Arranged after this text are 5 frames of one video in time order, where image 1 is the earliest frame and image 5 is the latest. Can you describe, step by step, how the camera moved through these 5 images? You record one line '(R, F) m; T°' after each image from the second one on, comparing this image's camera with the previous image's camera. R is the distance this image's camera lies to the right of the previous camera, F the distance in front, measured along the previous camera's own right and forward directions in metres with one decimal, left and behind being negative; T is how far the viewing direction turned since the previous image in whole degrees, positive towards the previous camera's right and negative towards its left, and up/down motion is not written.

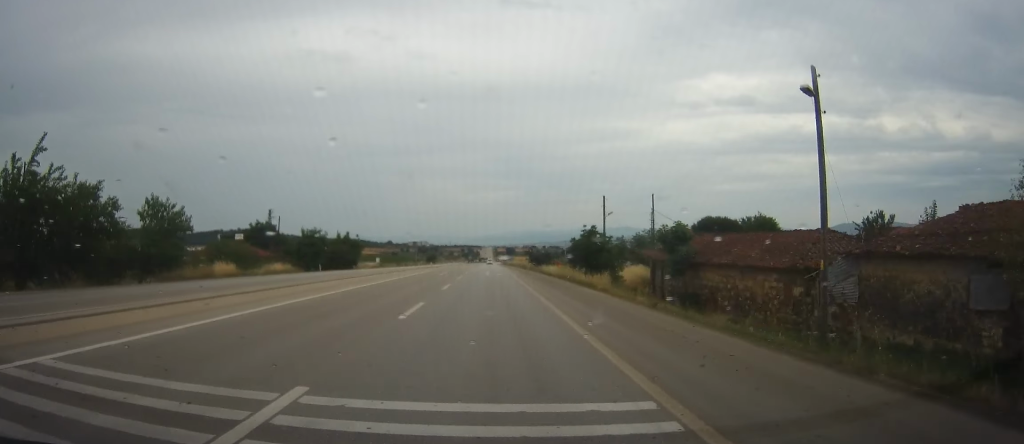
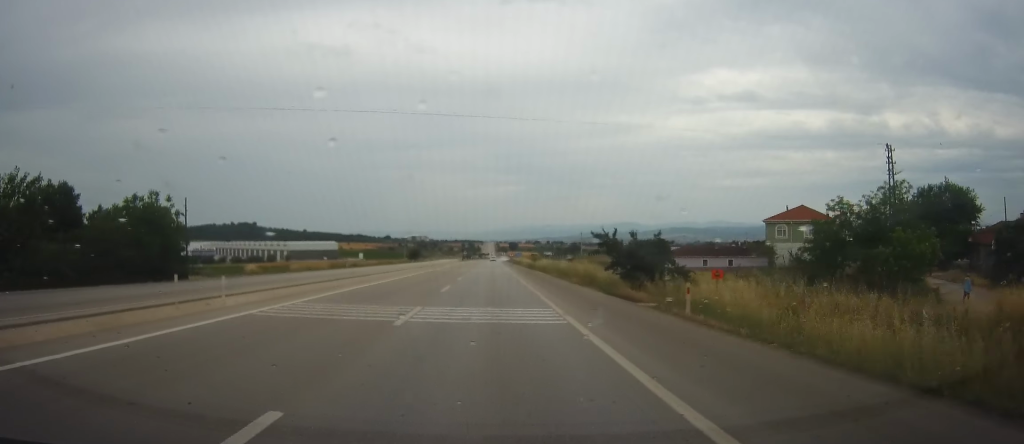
(+0.3, +61.0) m; +1°
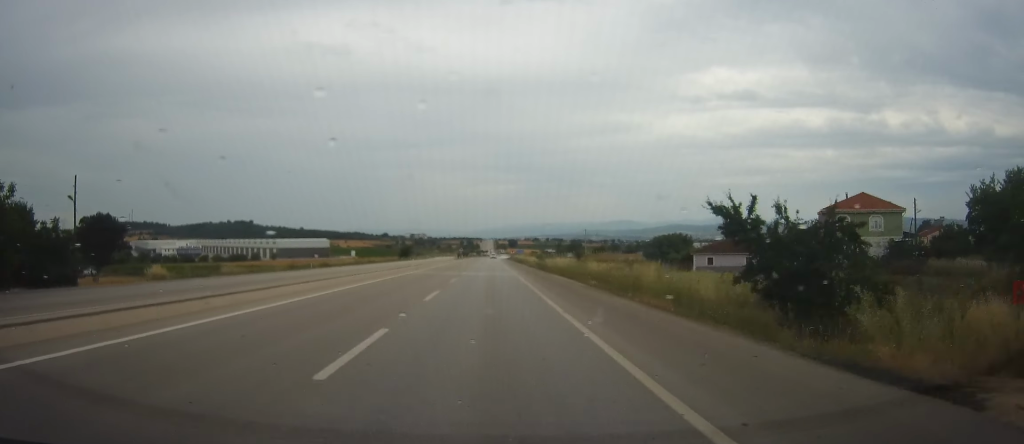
(0.0, +16.9) m; 0°
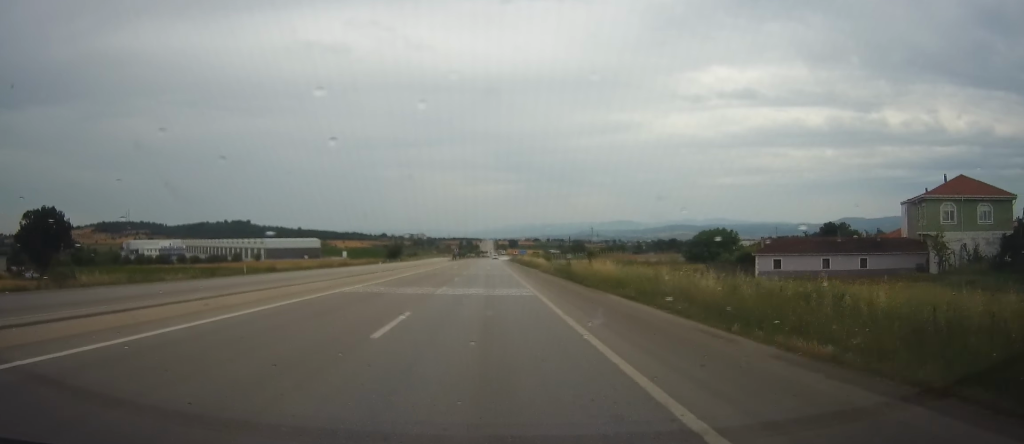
(-0.1, +20.1) m; +1°
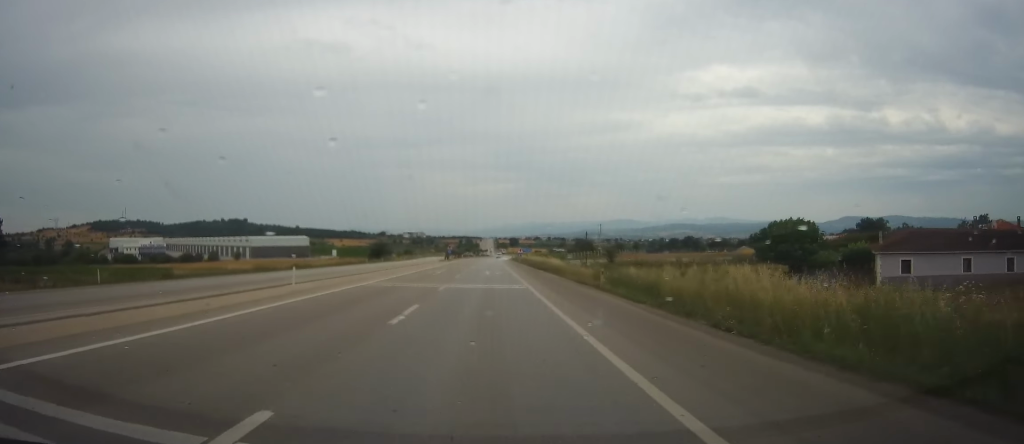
(+0.6, +21.3) m; 0°
